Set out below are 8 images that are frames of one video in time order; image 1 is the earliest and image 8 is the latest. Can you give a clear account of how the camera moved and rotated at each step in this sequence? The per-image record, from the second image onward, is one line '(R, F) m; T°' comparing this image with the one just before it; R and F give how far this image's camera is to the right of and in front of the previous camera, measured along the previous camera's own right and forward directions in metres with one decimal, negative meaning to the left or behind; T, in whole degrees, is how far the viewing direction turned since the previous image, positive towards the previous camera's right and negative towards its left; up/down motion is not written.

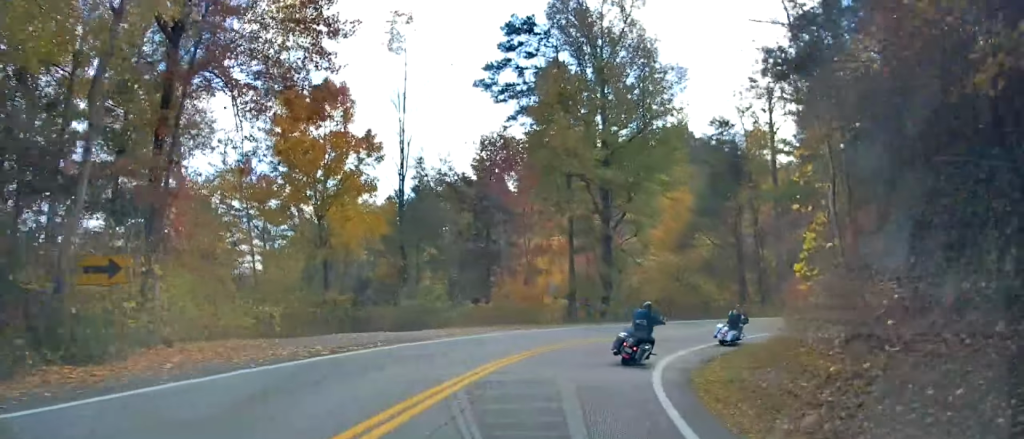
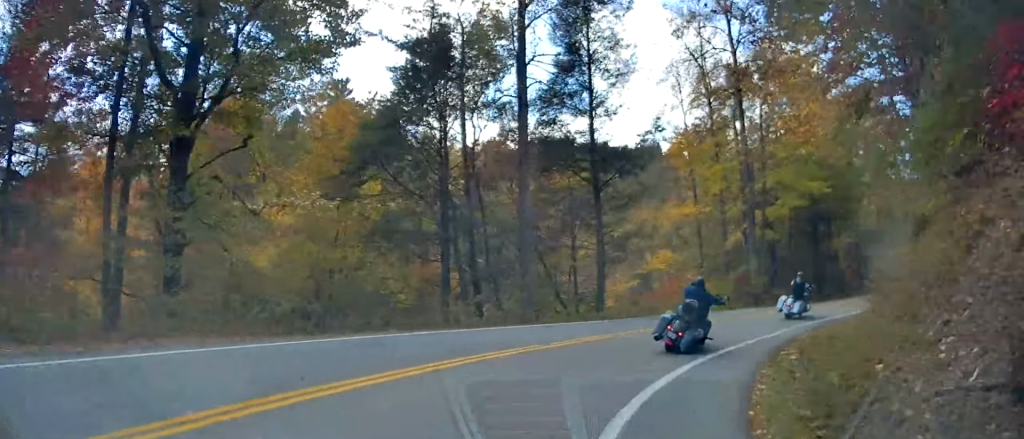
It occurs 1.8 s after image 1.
(+2.3, +22.6) m; +25°
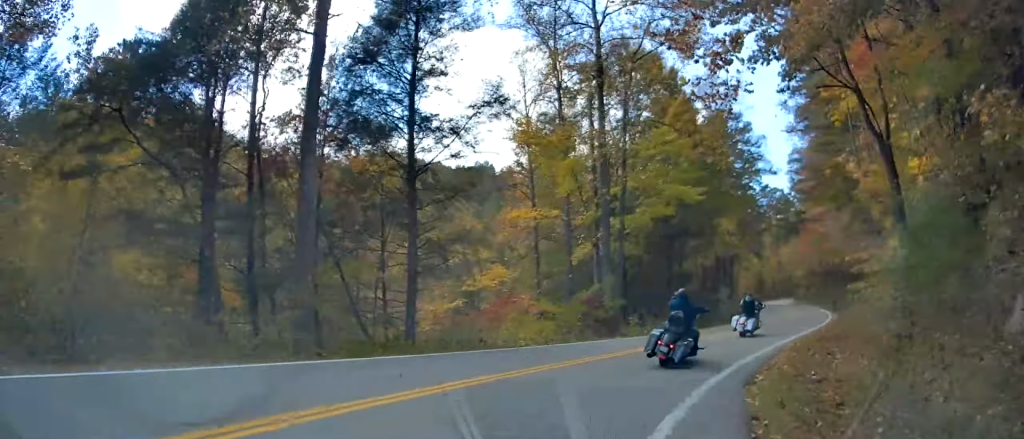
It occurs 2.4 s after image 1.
(+1.6, +7.4) m; +17°
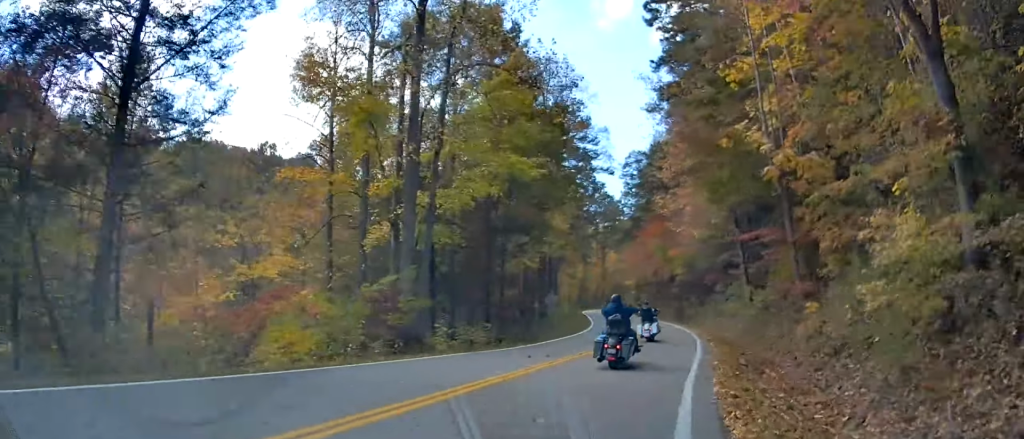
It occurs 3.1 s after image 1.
(+1.4, +8.4) m; +13°
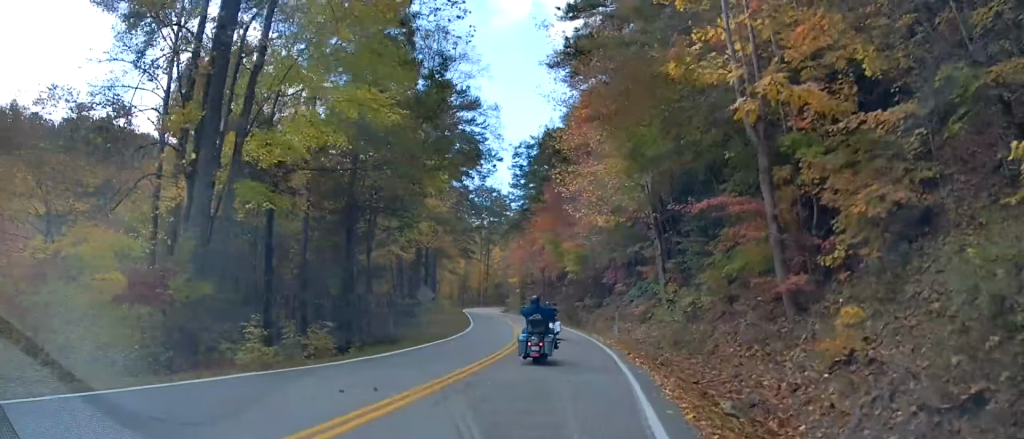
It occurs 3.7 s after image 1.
(+0.5, +7.5) m; +8°
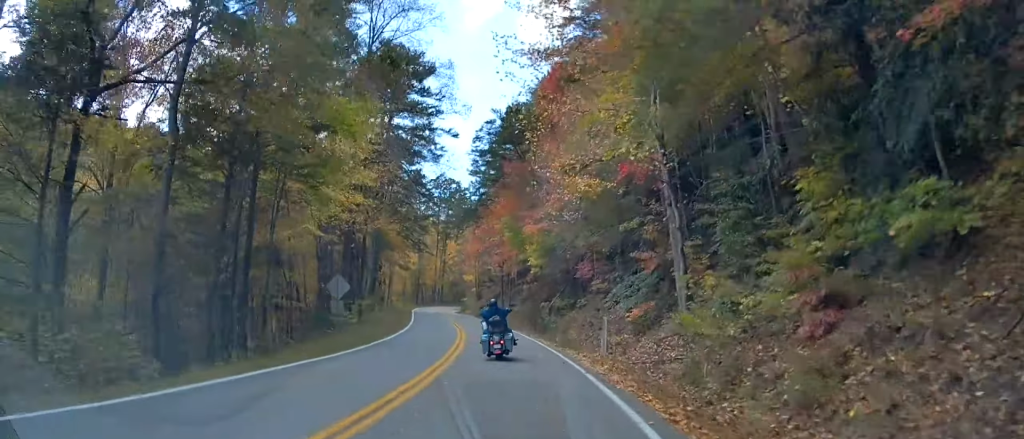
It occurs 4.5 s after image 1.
(+1.1, +11.0) m; +5°
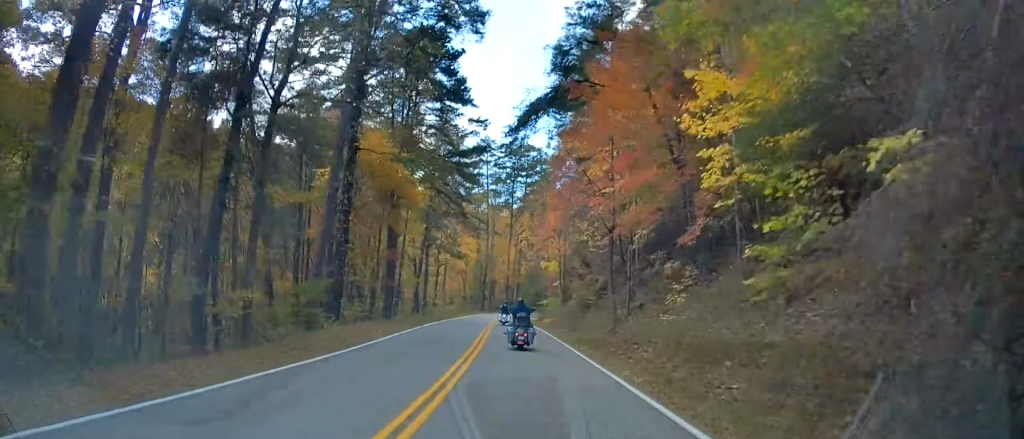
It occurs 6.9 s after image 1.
(+0.3, +36.4) m; -2°
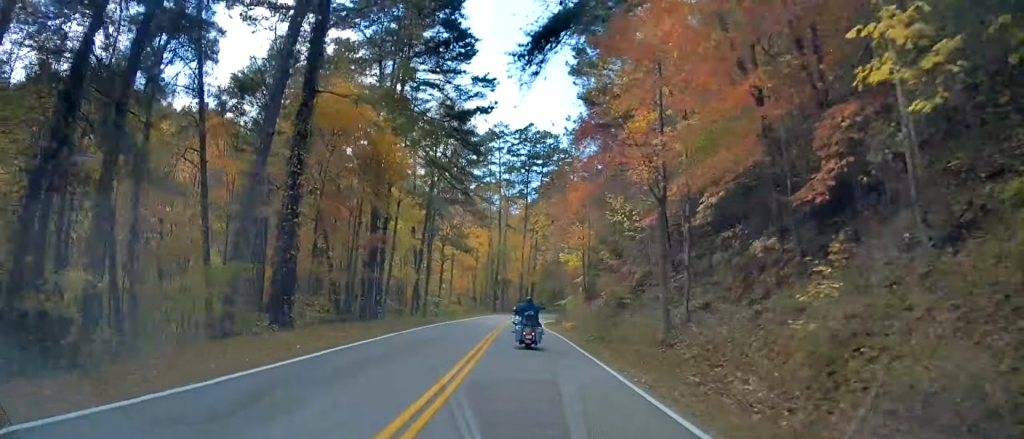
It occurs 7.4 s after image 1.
(-0.1, +9.0) m; -2°
